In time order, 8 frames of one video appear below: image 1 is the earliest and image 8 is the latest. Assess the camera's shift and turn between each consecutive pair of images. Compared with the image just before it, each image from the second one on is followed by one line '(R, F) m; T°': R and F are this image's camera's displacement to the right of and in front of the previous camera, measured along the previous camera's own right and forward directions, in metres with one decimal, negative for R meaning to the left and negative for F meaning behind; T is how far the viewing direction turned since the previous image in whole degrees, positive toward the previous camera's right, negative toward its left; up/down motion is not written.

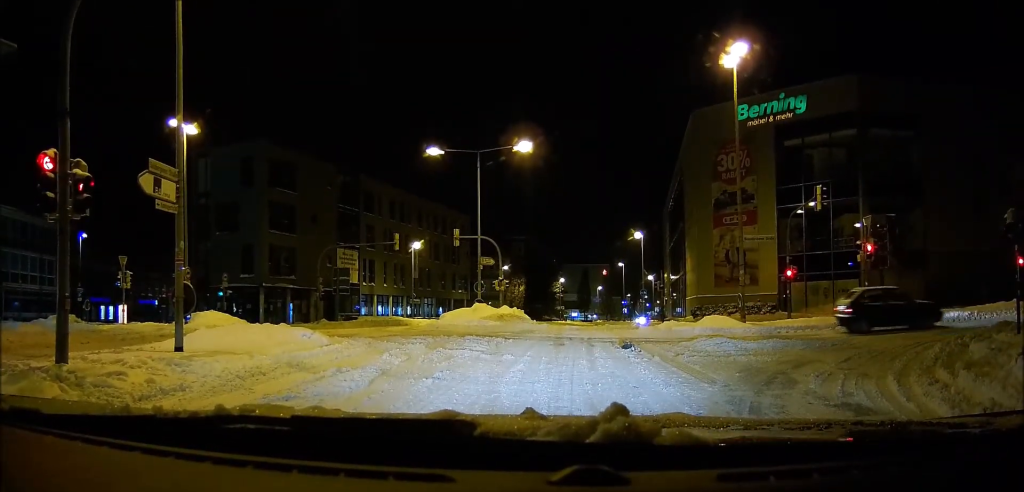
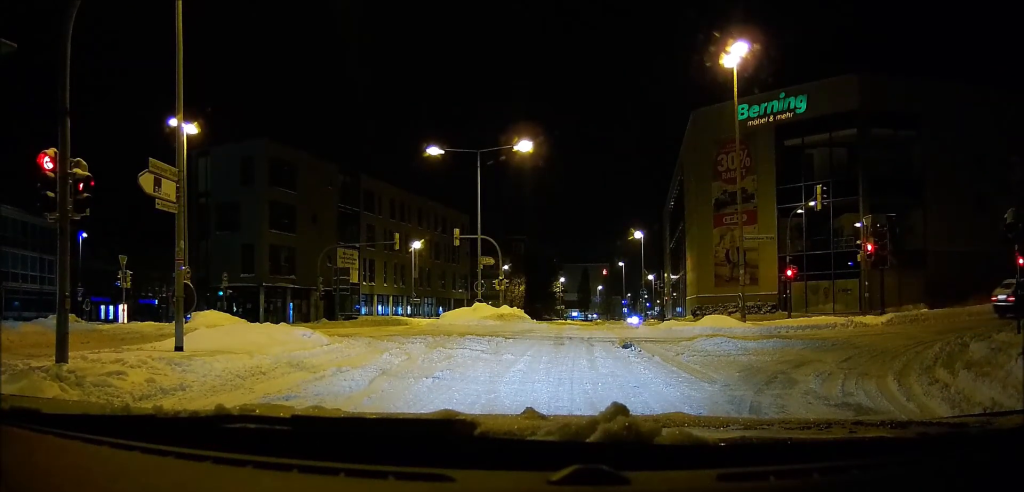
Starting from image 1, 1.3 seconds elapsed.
(0.0, 0.0) m; 0°
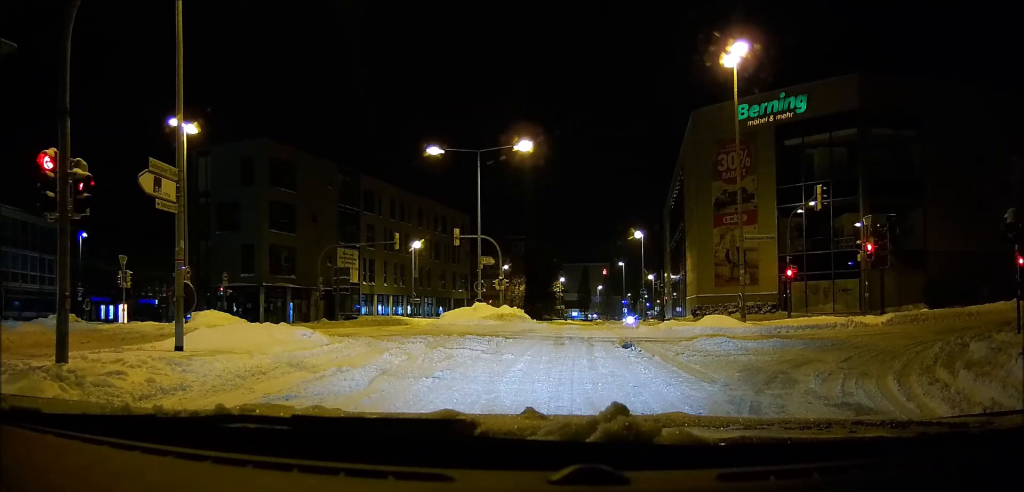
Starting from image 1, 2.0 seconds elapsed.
(0.0, 0.0) m; 0°
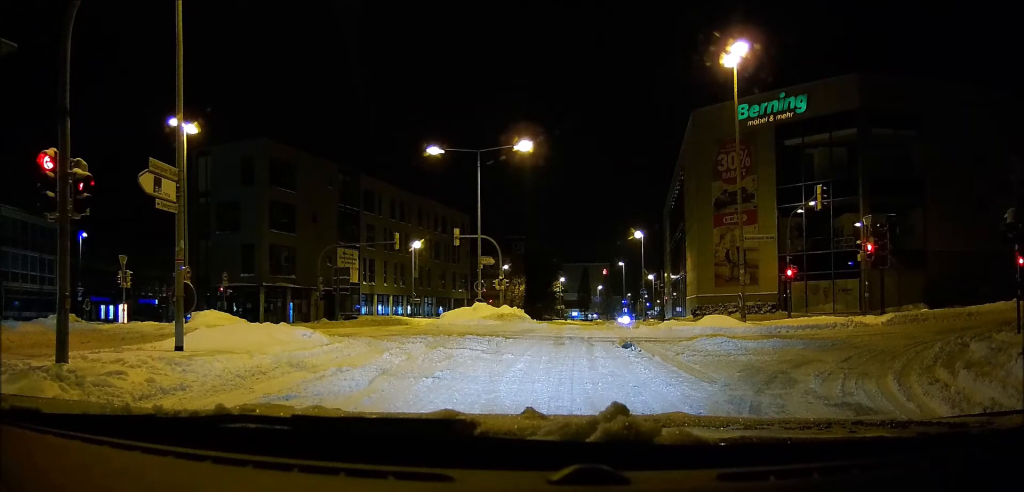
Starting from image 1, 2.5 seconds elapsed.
(0.0, 0.0) m; 0°
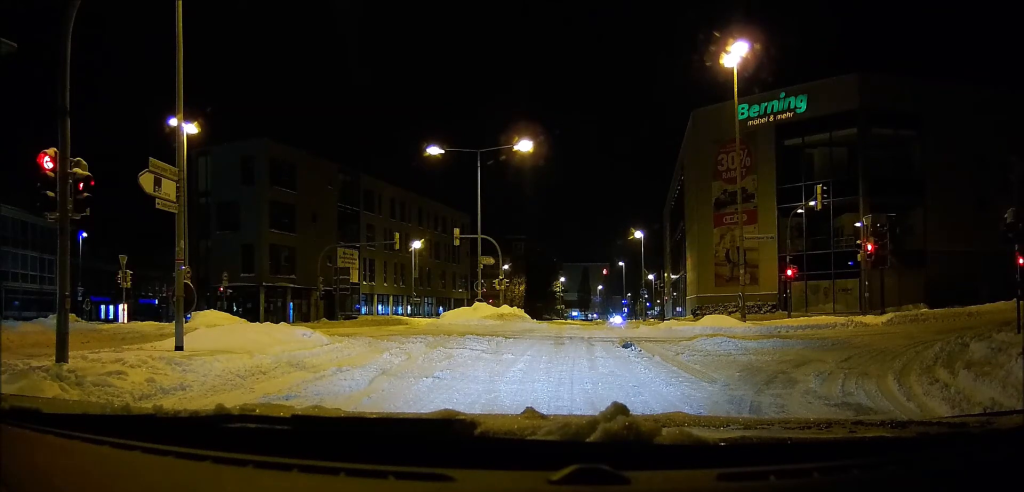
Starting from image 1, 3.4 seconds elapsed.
(0.0, 0.0) m; 0°
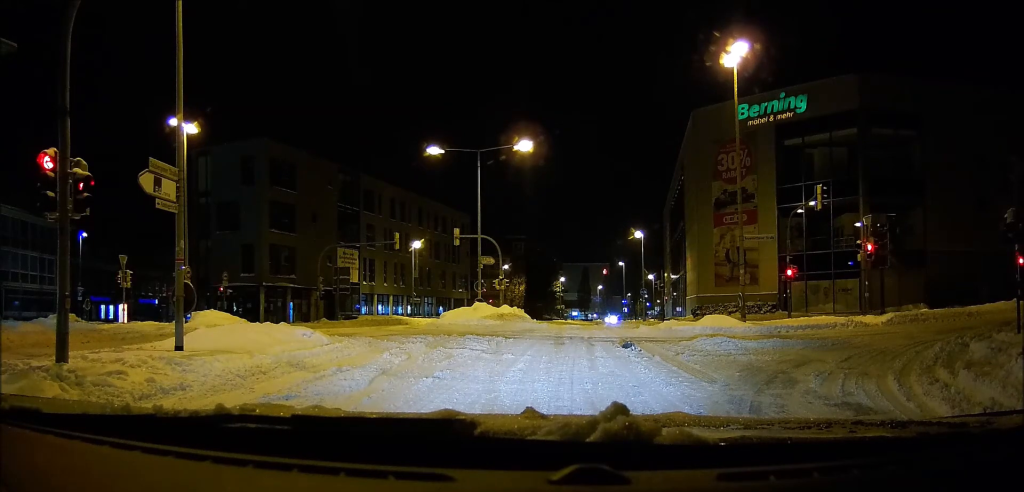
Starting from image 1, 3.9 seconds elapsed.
(0.0, 0.0) m; 0°
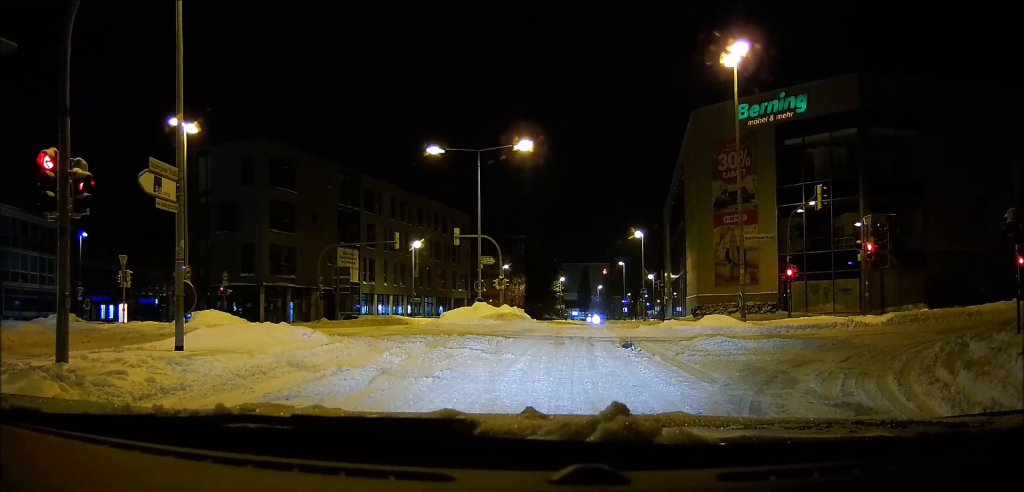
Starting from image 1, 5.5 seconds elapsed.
(0.0, 0.0) m; 0°
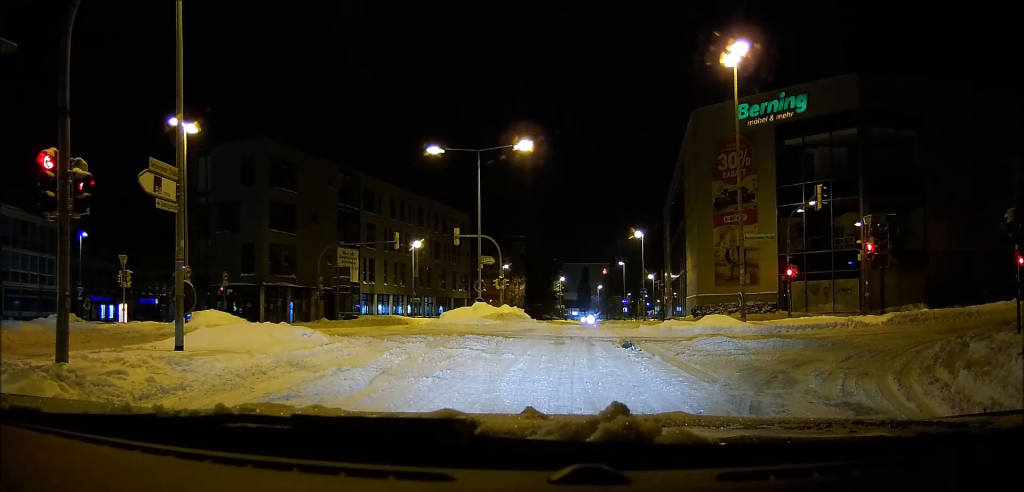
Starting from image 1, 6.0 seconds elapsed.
(0.0, 0.0) m; 0°
